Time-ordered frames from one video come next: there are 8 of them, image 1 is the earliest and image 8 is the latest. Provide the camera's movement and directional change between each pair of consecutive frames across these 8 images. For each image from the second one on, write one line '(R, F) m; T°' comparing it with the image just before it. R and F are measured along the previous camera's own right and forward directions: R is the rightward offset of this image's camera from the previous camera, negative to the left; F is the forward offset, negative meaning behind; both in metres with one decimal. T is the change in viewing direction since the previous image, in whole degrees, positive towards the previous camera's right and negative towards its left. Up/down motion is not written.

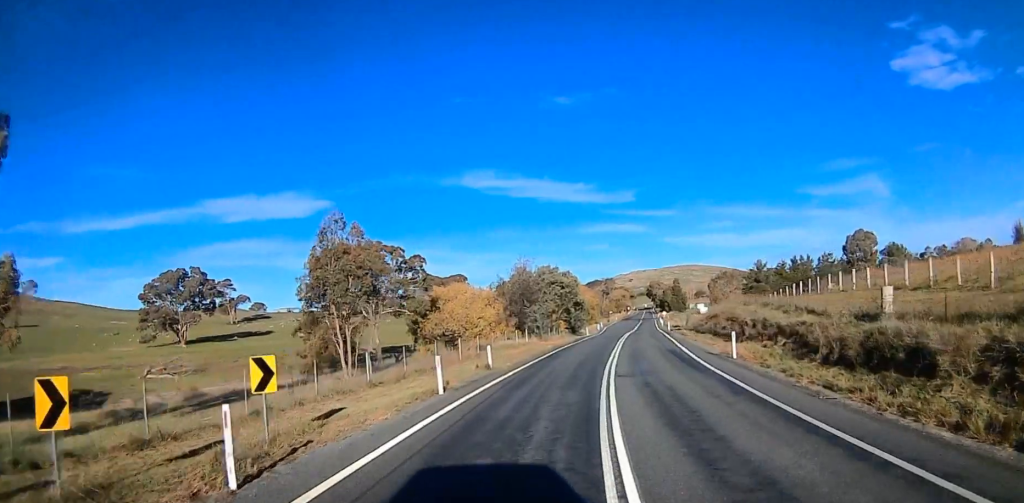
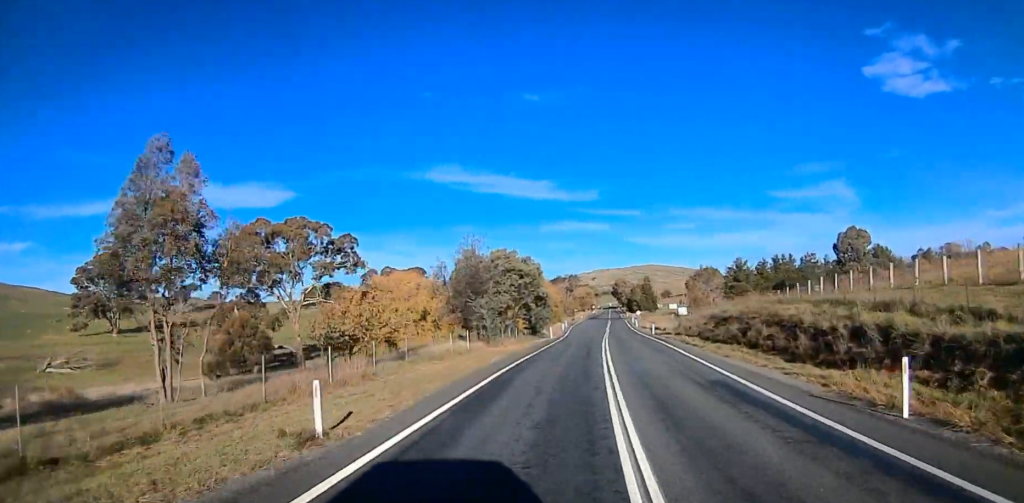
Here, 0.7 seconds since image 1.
(+0.4, +15.1) m; +4°
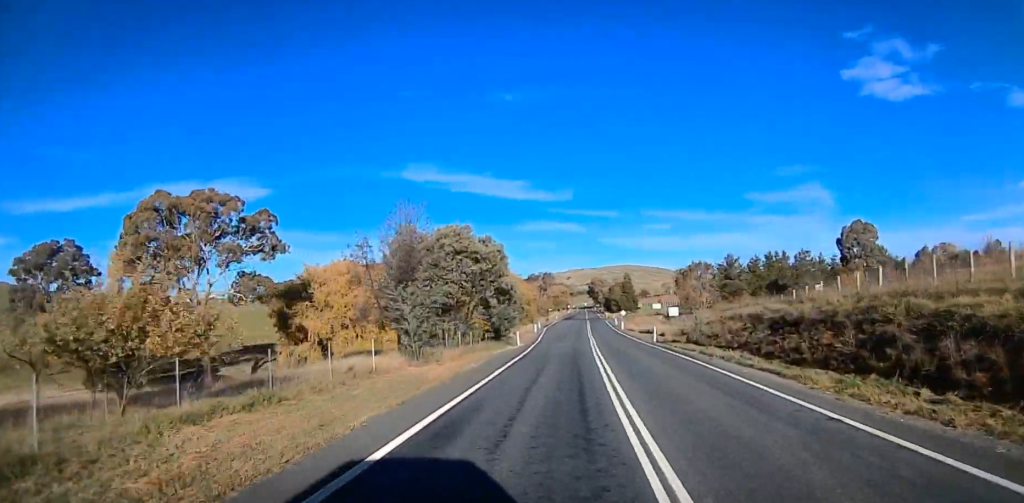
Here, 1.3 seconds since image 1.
(+1.1, +14.6) m; +4°
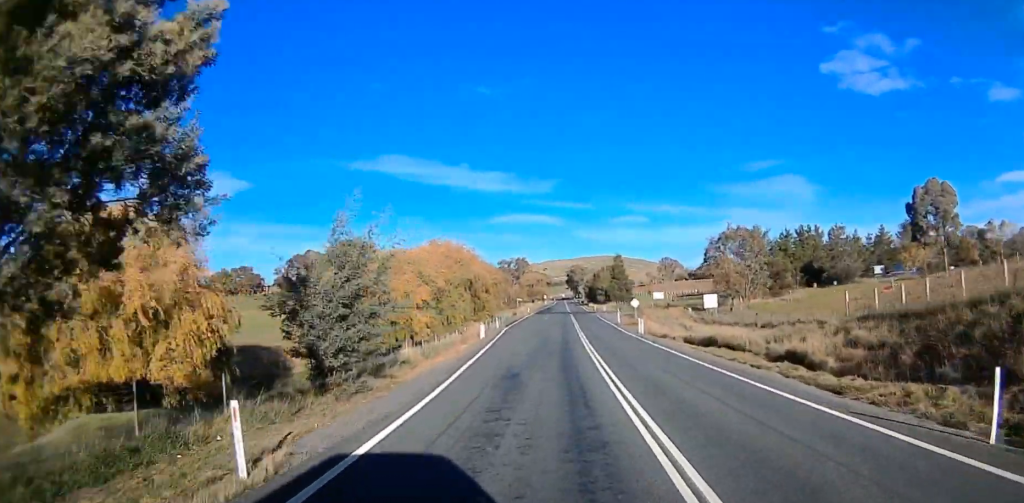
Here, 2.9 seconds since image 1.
(+1.6, +38.9) m; +4°
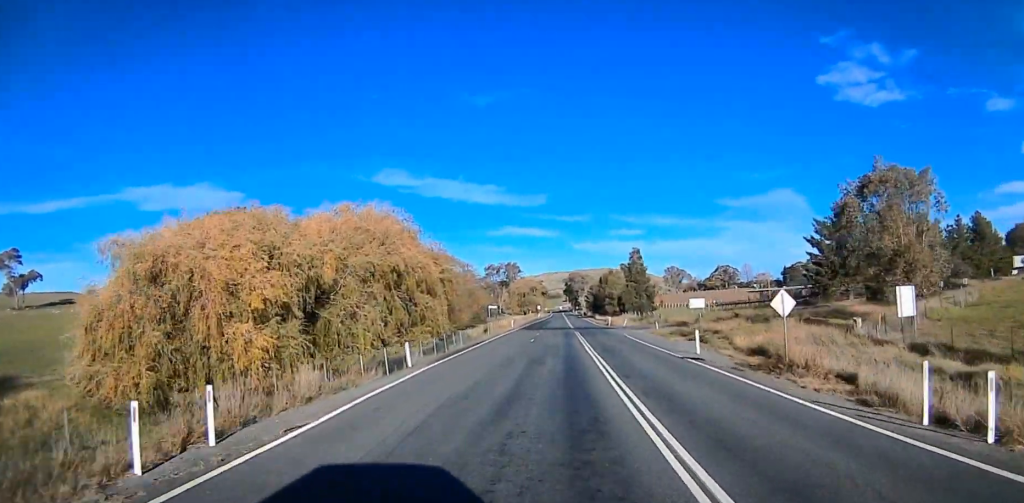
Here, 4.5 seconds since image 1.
(+0.6, +38.8) m; +1°
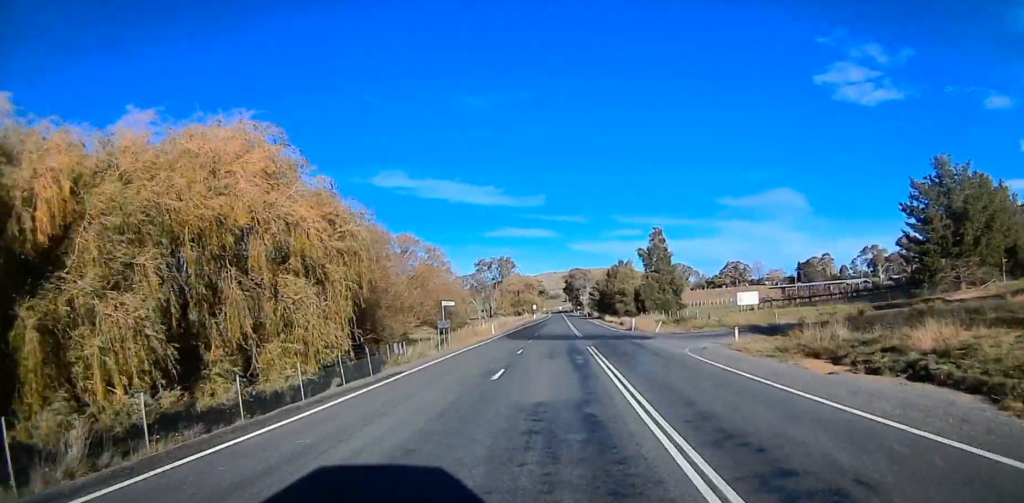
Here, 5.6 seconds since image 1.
(-0.2, +25.3) m; -2°
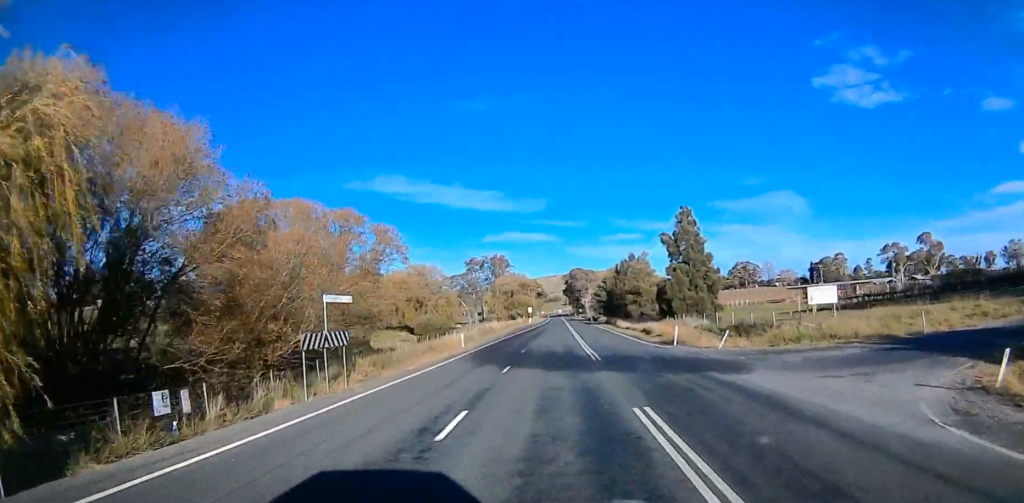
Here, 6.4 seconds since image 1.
(-0.7, +19.7) m; 0°
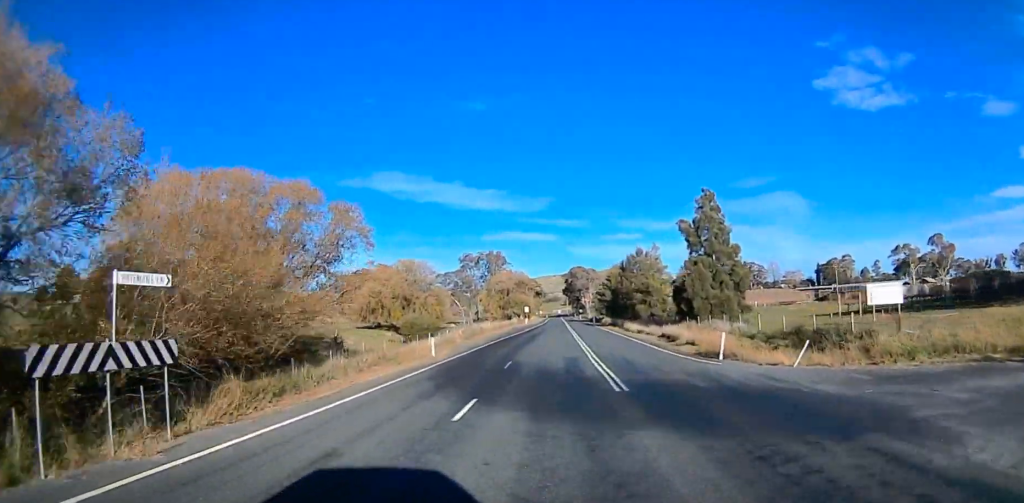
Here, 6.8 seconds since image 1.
(+0.4, +9.9) m; 0°
